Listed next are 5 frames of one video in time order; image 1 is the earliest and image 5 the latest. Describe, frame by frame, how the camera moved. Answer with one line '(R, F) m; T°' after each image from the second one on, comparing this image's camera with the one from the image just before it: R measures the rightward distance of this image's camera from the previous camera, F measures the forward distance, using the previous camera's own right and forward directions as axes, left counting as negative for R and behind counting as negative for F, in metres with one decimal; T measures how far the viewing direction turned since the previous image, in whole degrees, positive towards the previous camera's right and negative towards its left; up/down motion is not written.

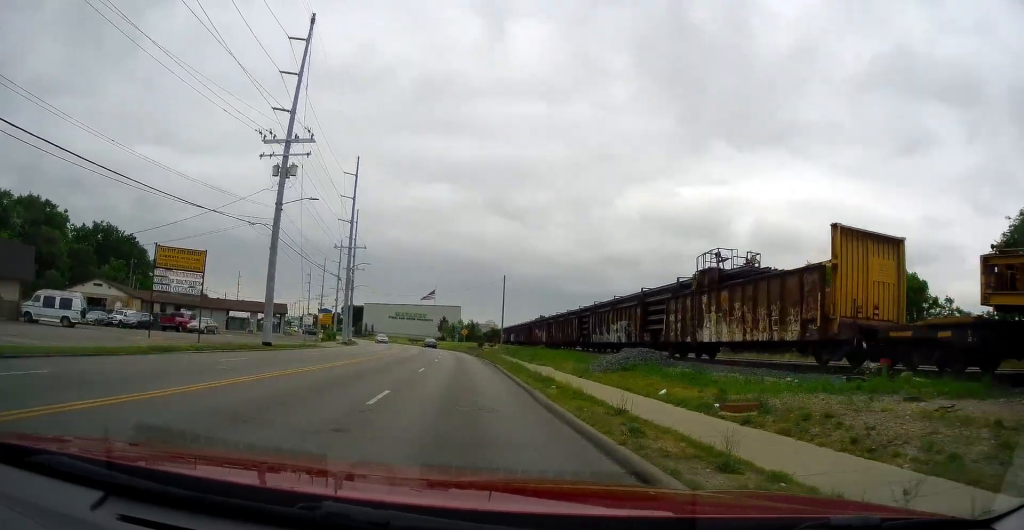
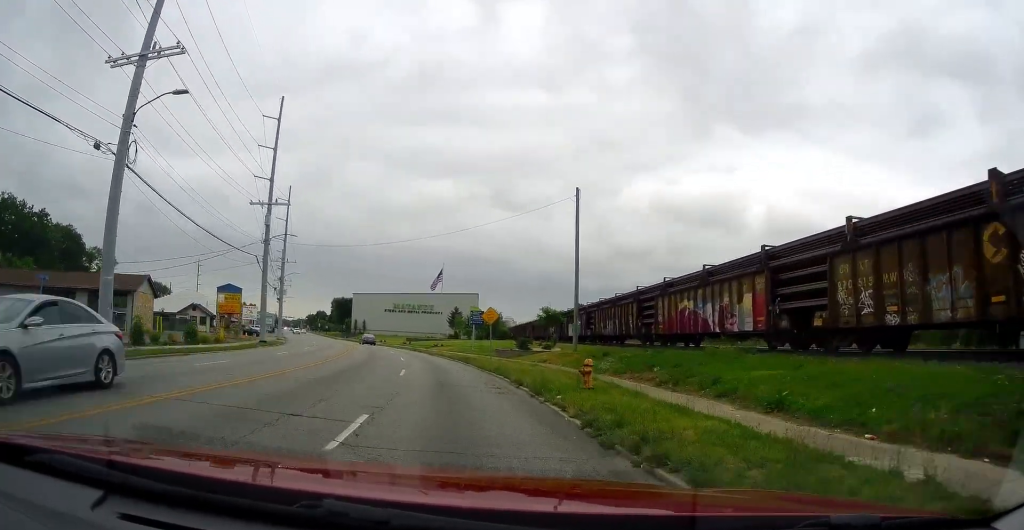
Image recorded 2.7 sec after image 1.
(+1.0, +49.2) m; -2°
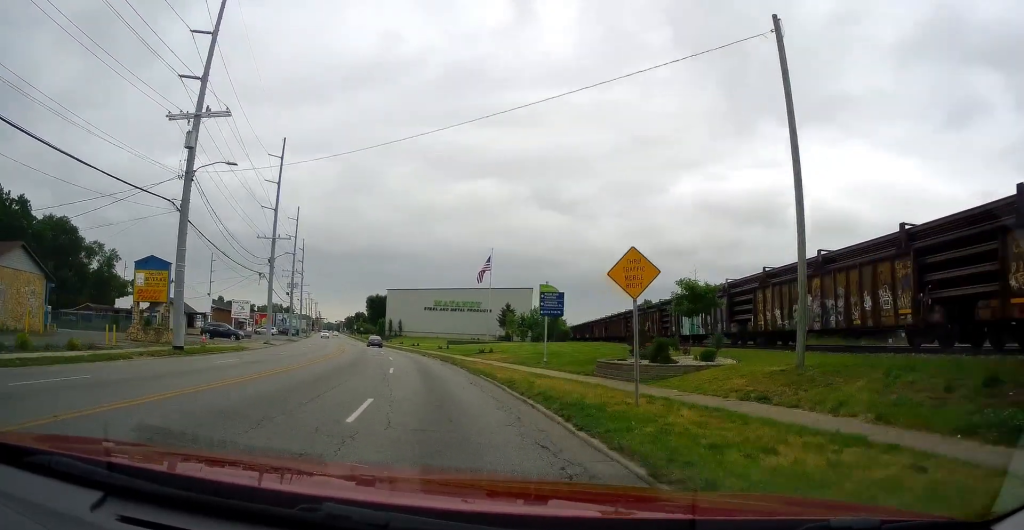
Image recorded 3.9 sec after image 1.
(-0.5, +21.7) m; -4°
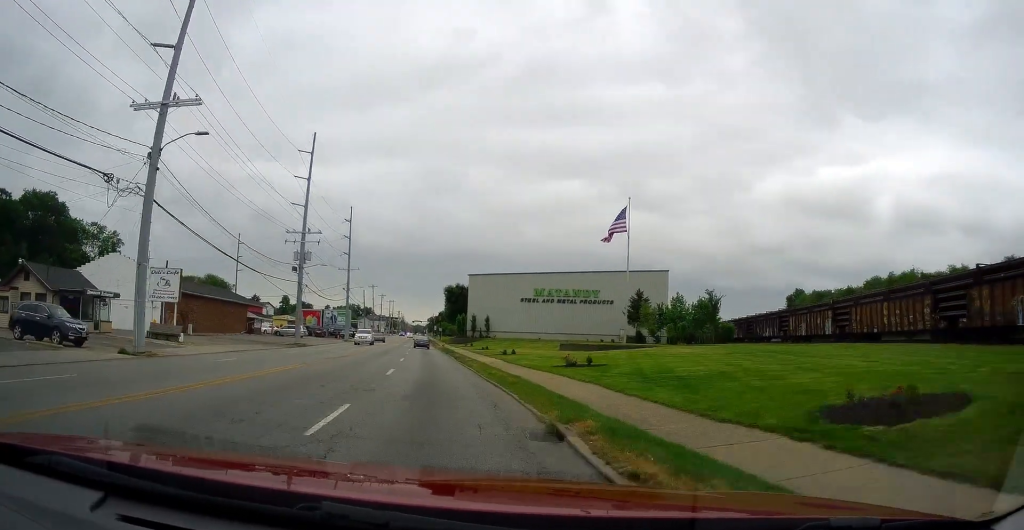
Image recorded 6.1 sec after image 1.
(-2.3, +39.1) m; -7°
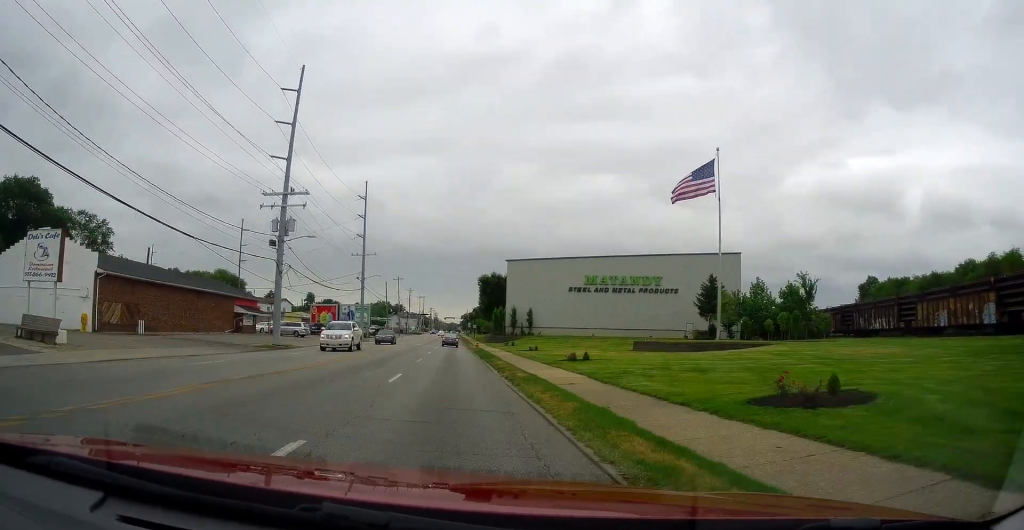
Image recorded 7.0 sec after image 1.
(-0.6, +16.6) m; -5°
